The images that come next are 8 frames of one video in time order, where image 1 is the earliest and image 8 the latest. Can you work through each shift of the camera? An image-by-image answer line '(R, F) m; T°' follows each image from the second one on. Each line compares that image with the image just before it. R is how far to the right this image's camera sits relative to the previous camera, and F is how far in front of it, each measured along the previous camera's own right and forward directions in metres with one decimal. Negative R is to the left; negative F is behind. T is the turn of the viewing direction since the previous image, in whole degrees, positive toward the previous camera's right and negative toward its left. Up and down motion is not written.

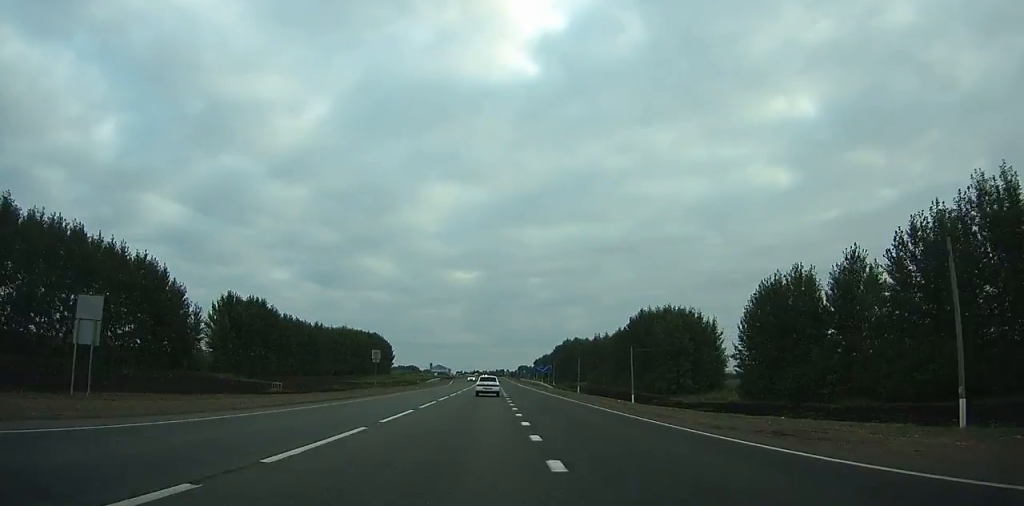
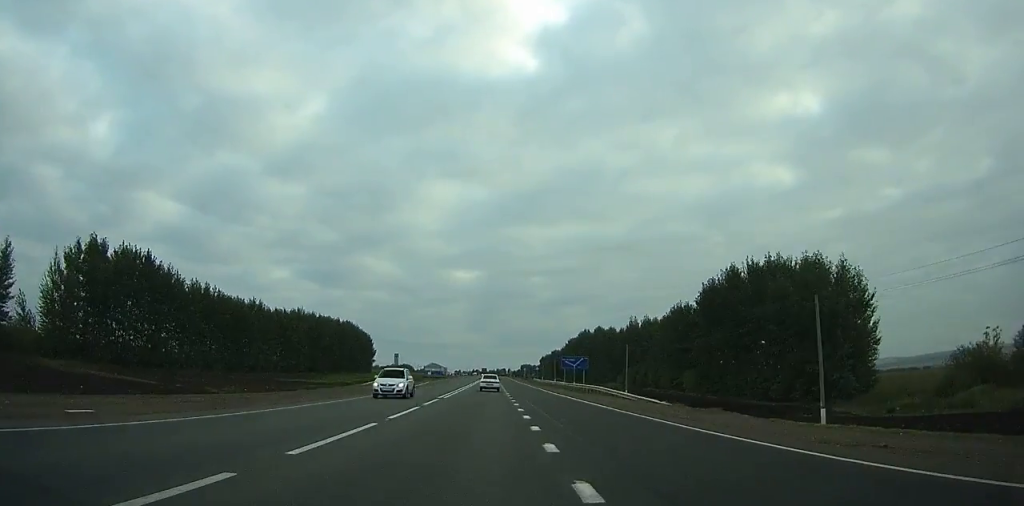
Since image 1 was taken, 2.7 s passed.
(+0.1, +55.0) m; 0°
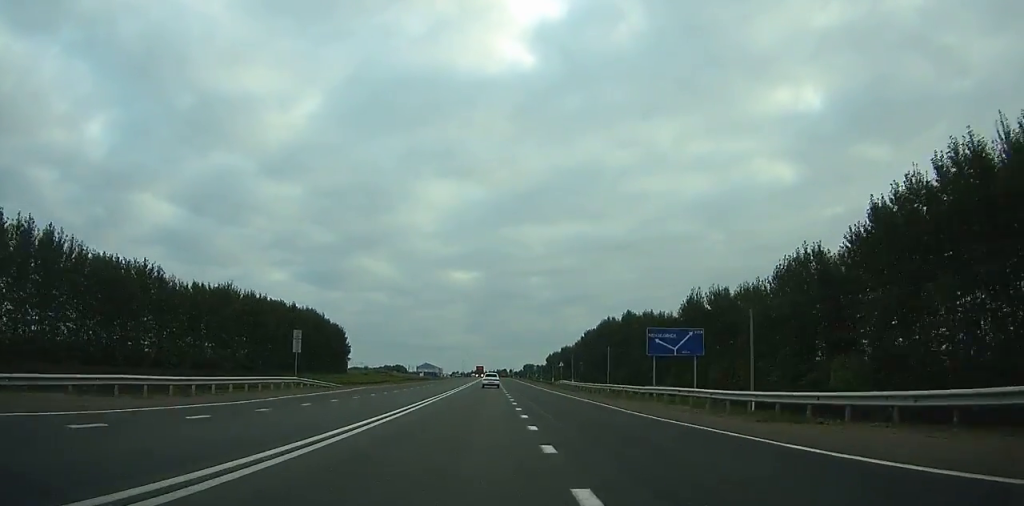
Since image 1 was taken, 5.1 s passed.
(-0.2, +49.6) m; 0°
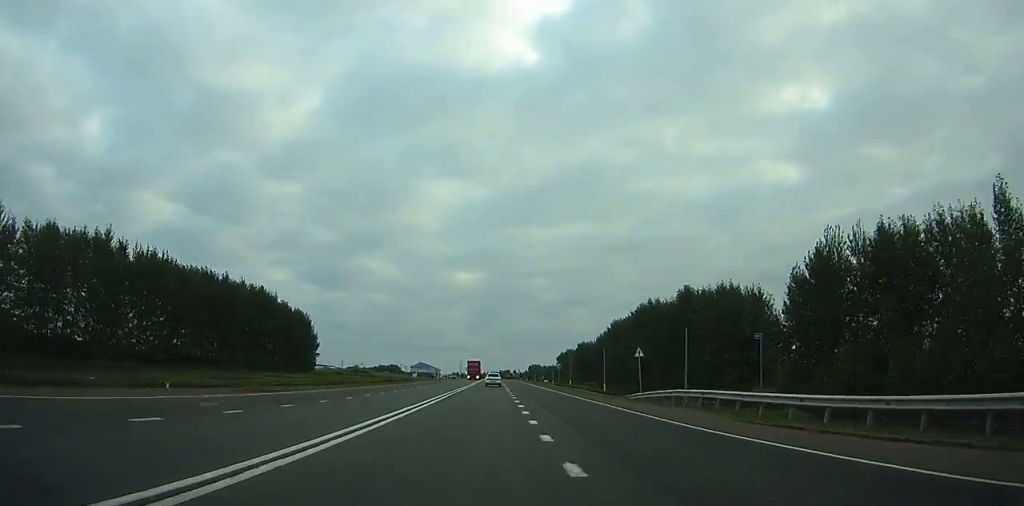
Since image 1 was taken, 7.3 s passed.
(+0.1, +46.2) m; 0°
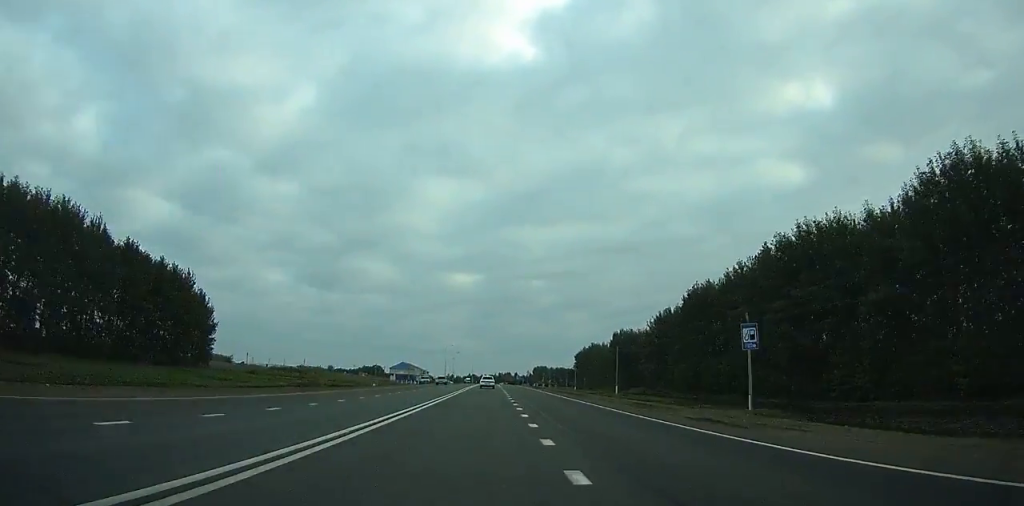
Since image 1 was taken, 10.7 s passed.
(+0.1, +71.8) m; 0°
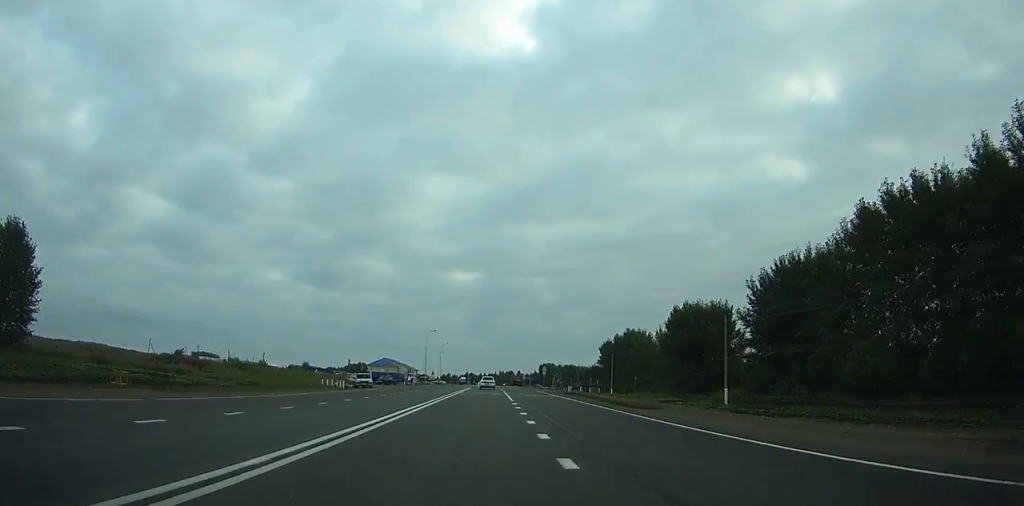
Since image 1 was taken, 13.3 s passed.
(+0.1, +54.3) m; 0°
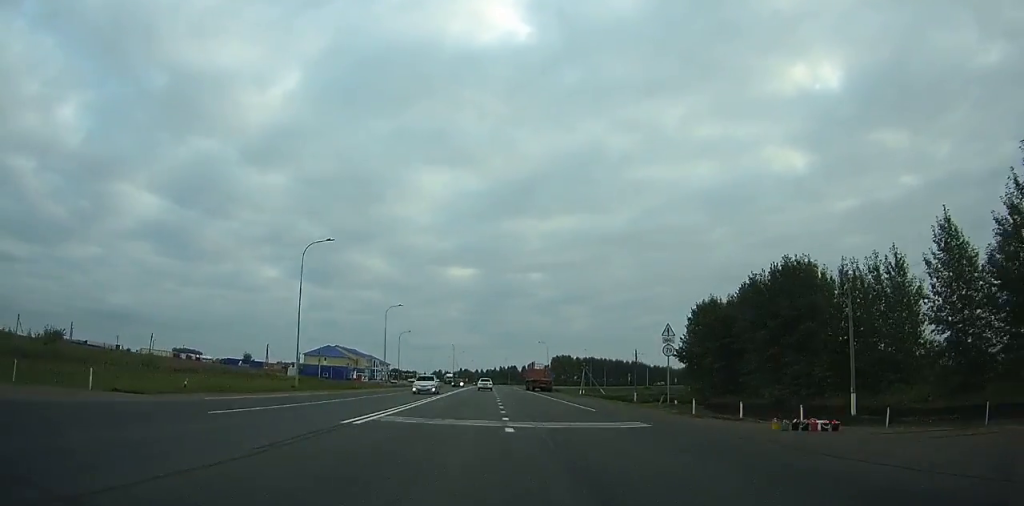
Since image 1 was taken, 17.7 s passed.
(-0.1, +88.1) m; 0°
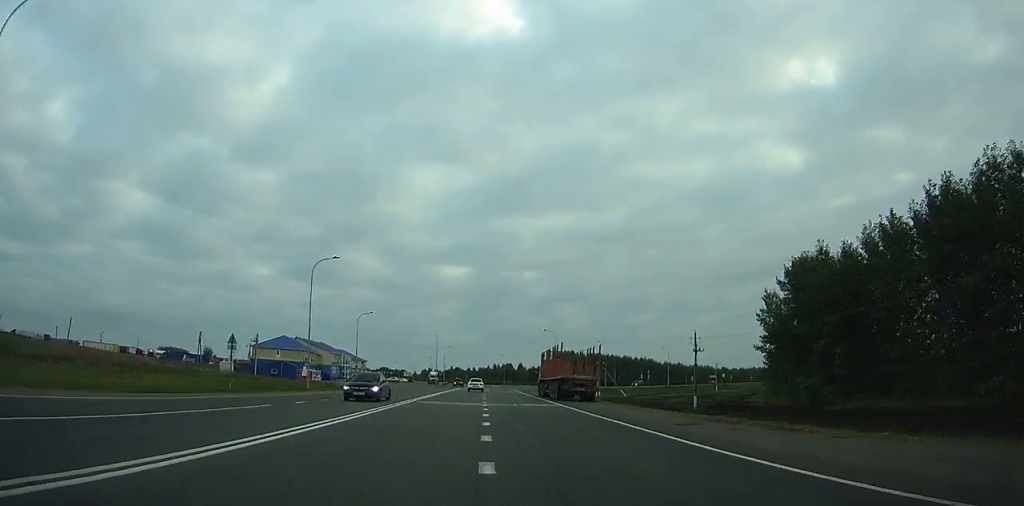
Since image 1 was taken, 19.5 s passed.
(0.0, +33.9) m; 0°
